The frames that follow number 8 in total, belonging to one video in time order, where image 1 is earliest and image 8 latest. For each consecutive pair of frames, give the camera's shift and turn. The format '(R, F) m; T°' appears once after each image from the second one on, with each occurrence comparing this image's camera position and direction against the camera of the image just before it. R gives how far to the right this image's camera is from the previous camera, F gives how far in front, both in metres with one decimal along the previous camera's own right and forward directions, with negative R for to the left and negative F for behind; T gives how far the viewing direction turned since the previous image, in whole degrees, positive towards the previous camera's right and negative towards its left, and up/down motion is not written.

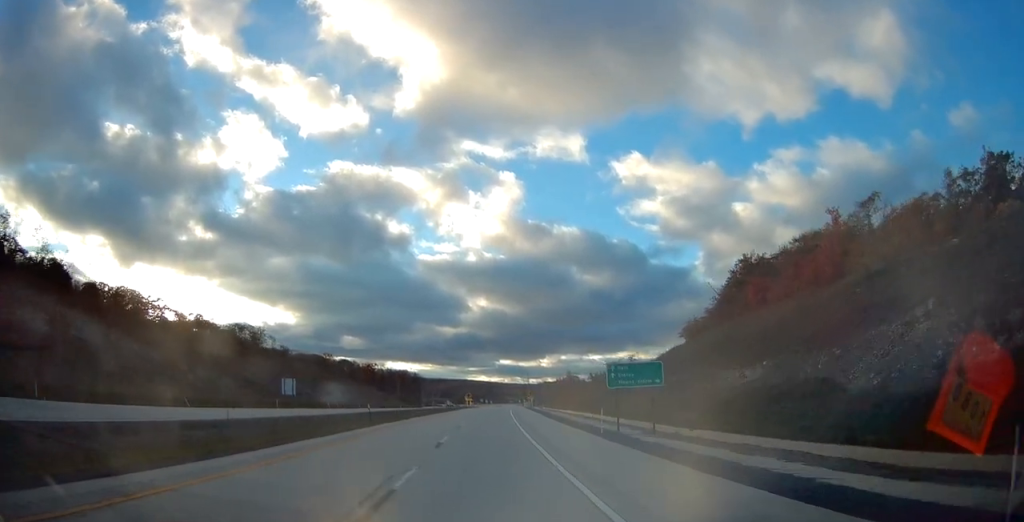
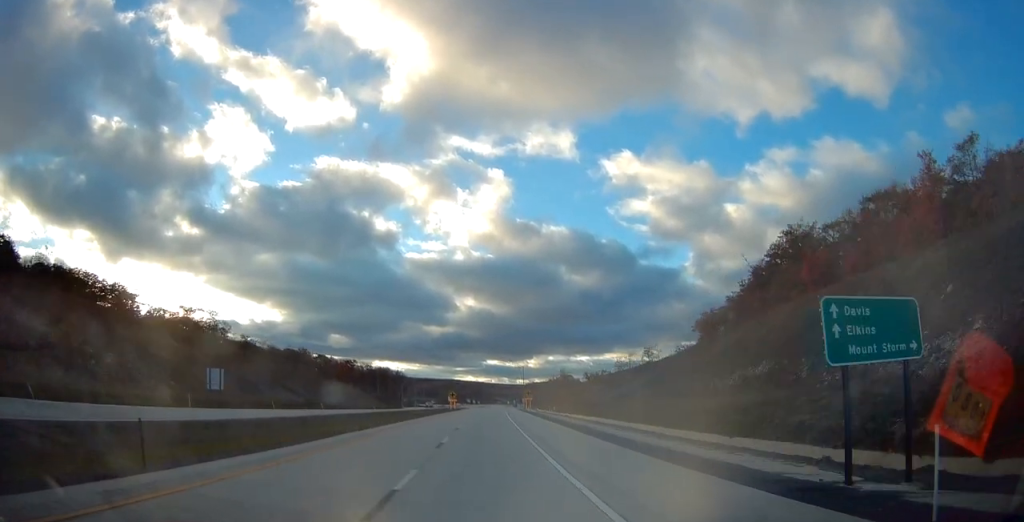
(+0.5, +23.7) m; +1°
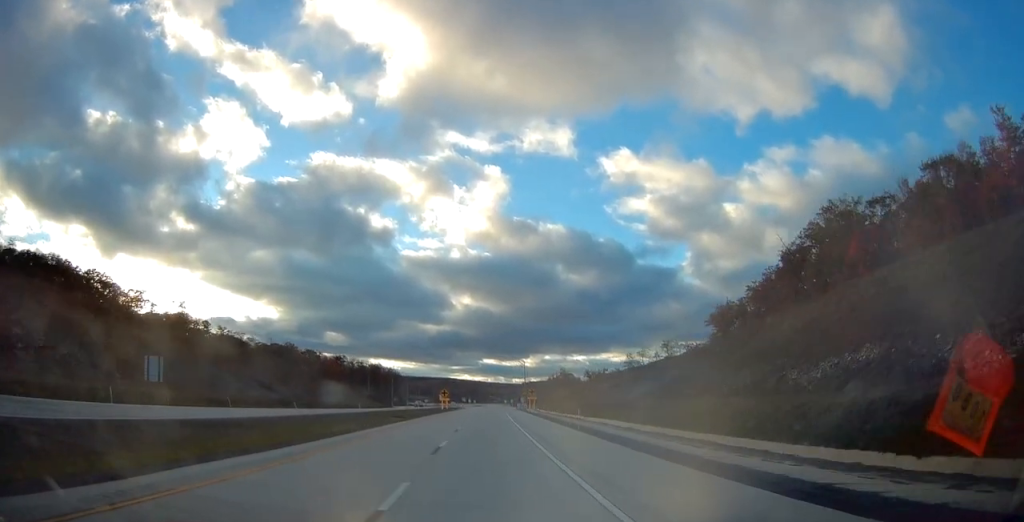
(+0.1, +14.3) m; 0°
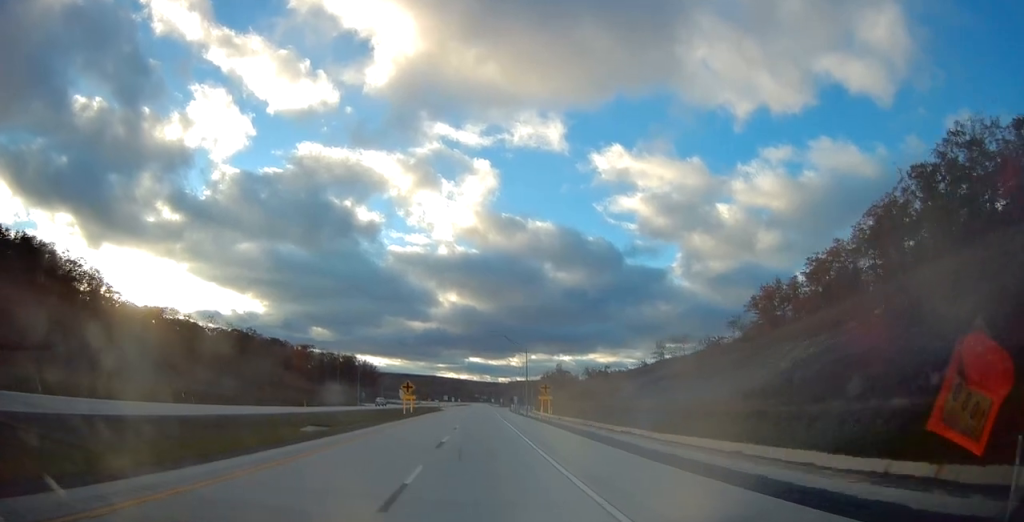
(+0.2, +33.5) m; +1°
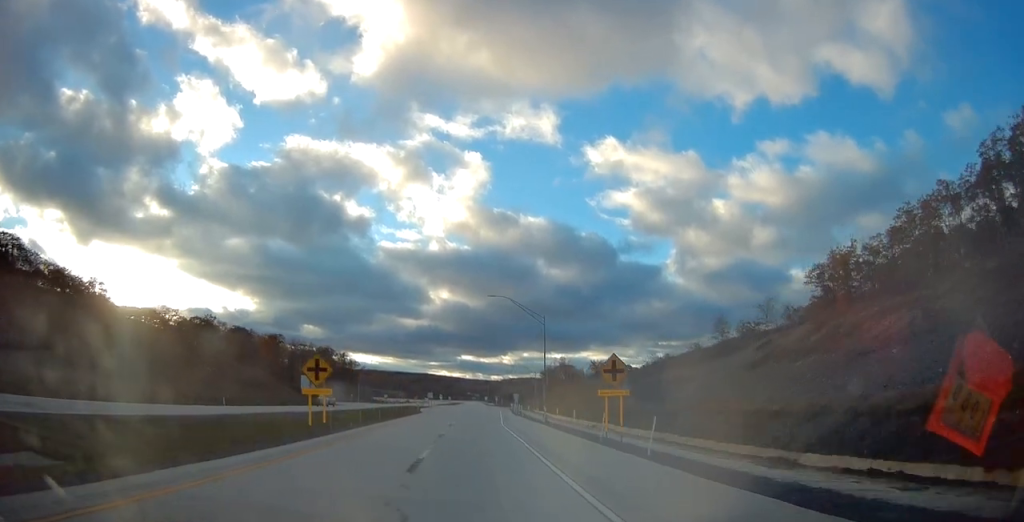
(+0.3, +31.6) m; +1°
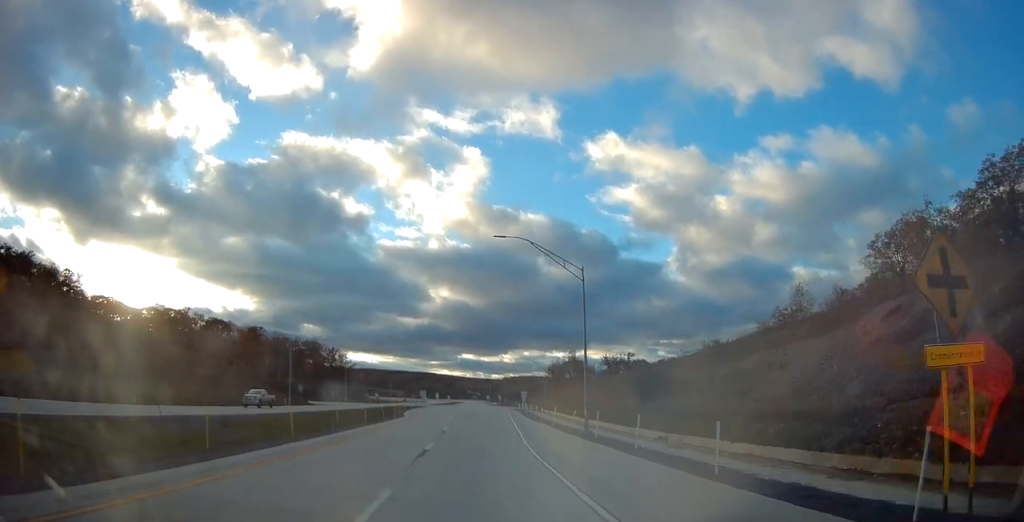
(+0.1, +21.0) m; 0°
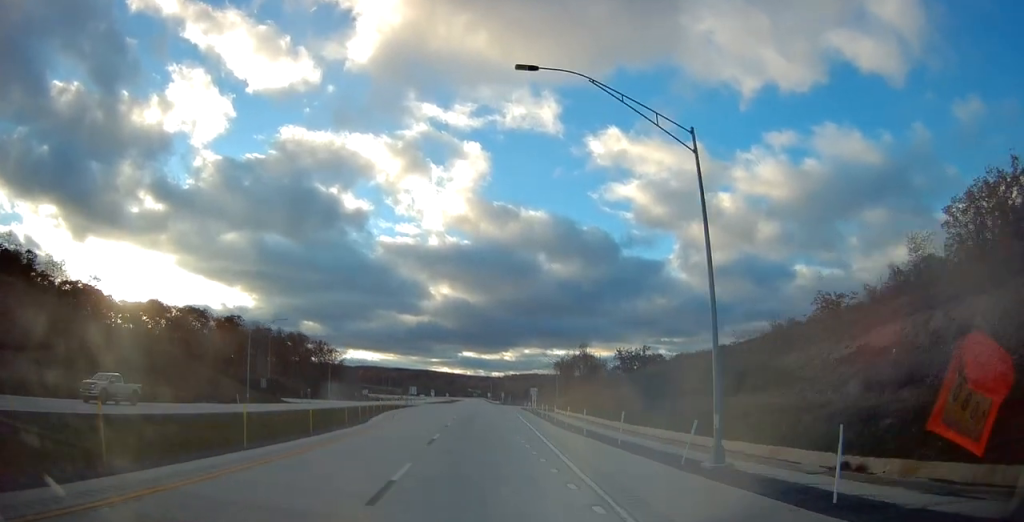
(+0.2, +20.1) m; 0°
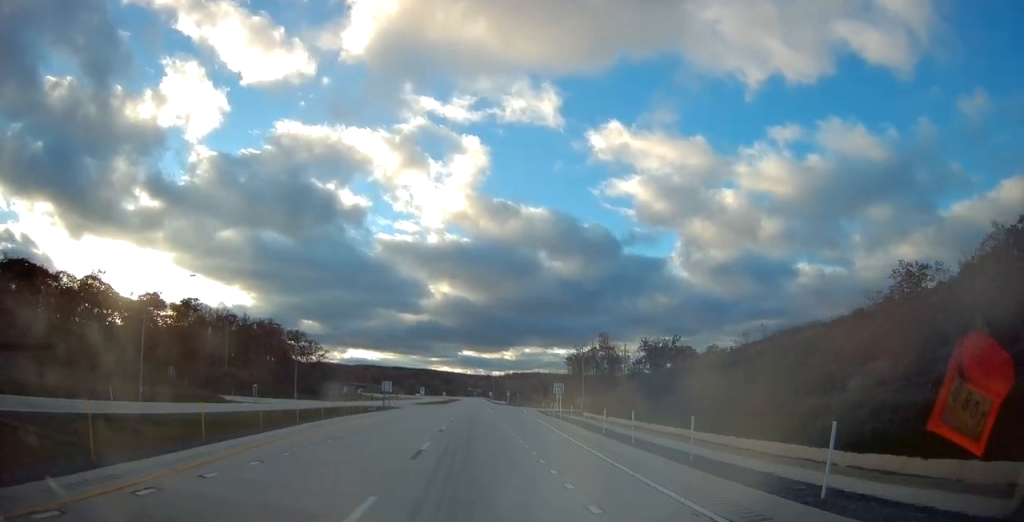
(-0.3, +29.7) m; 0°
